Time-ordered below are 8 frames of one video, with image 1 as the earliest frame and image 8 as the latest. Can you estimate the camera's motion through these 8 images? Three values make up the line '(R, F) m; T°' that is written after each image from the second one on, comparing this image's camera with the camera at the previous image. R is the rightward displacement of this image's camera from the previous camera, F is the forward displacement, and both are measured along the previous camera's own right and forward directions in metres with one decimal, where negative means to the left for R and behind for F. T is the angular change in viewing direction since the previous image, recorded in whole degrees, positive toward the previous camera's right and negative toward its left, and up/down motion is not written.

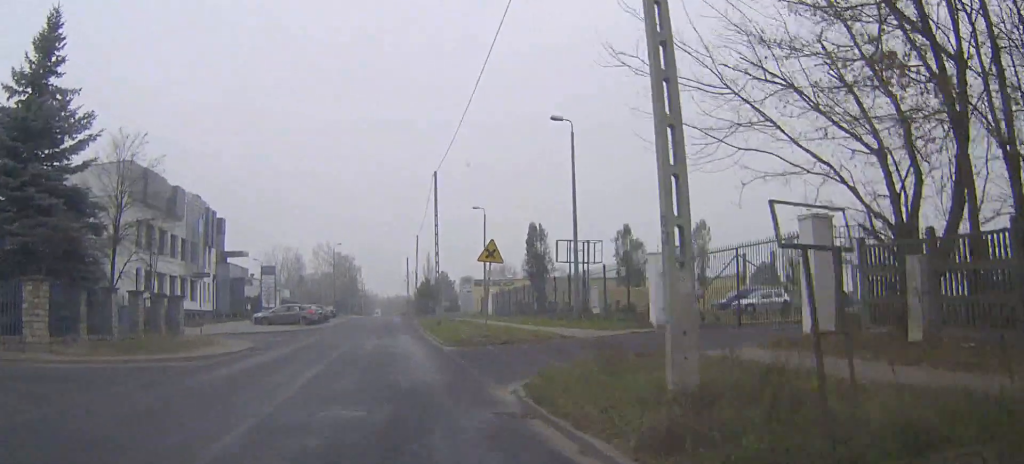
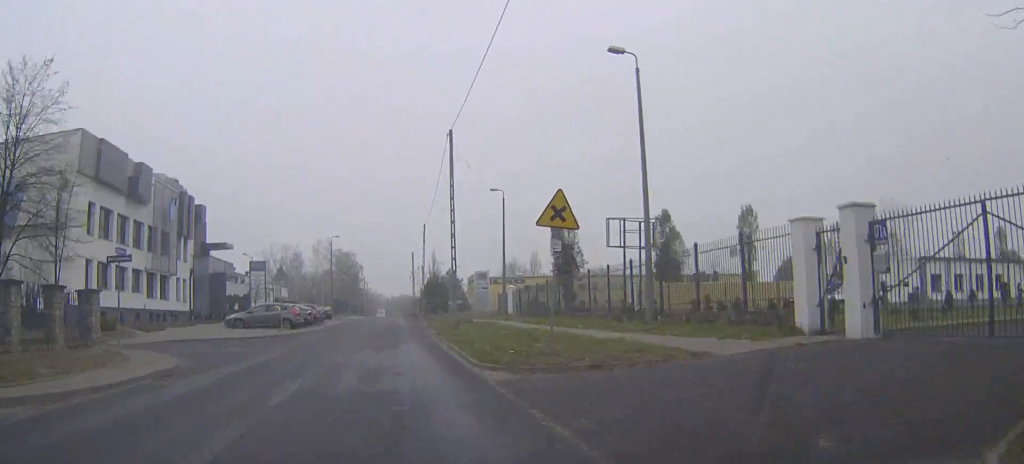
(0.0, +9.2) m; 0°
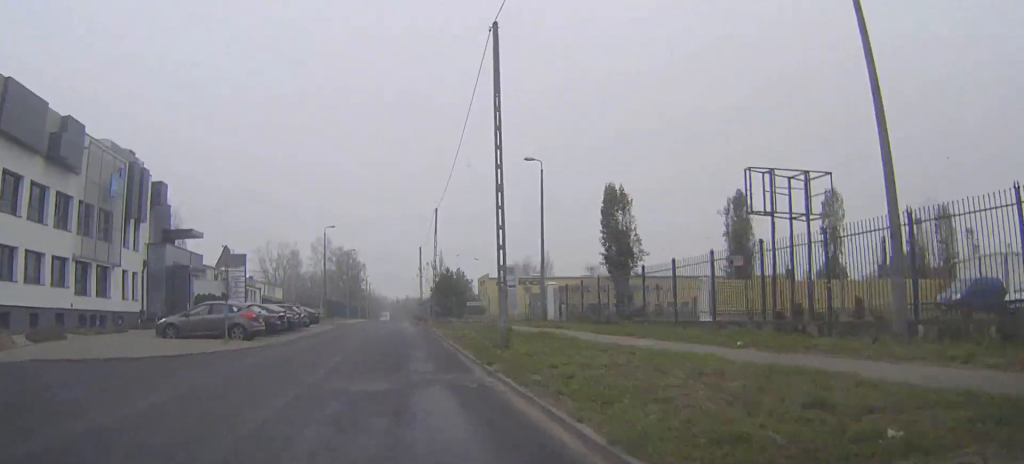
(0.0, +12.5) m; 0°
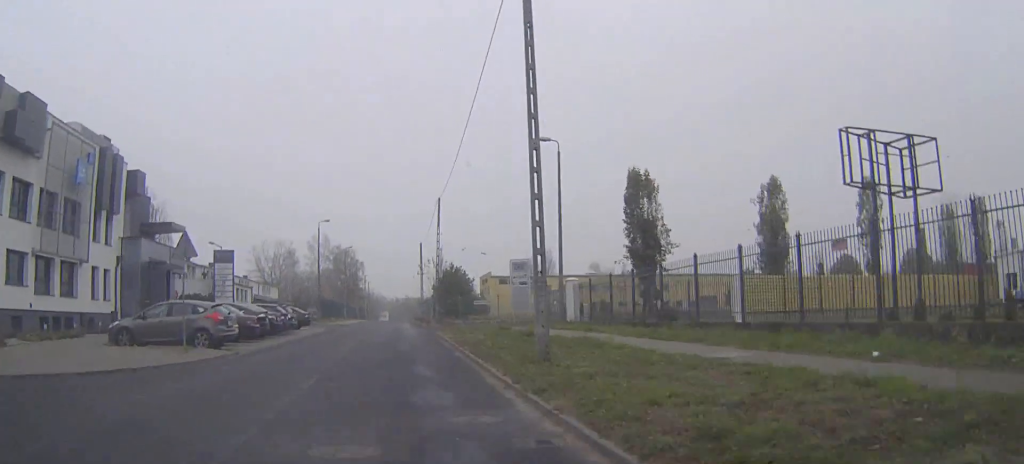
(0.0, +4.9) m; 0°
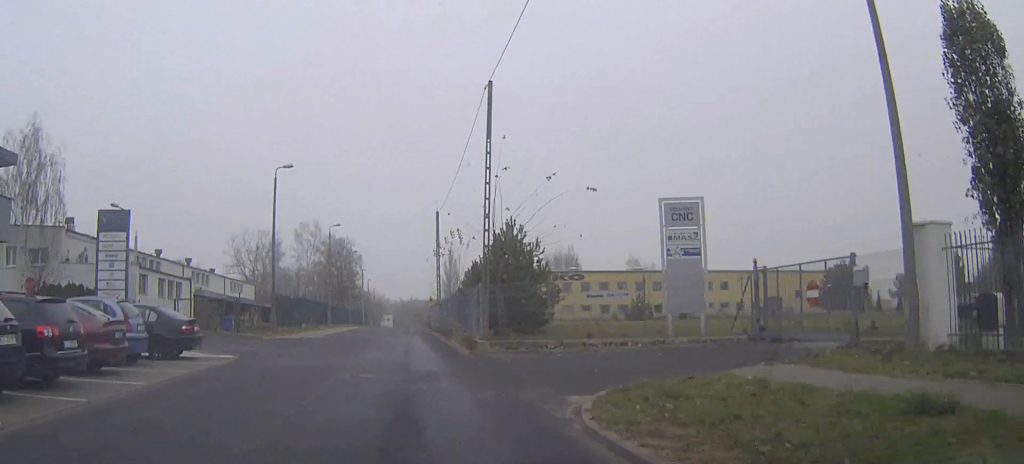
(-0.2, +26.2) m; -1°
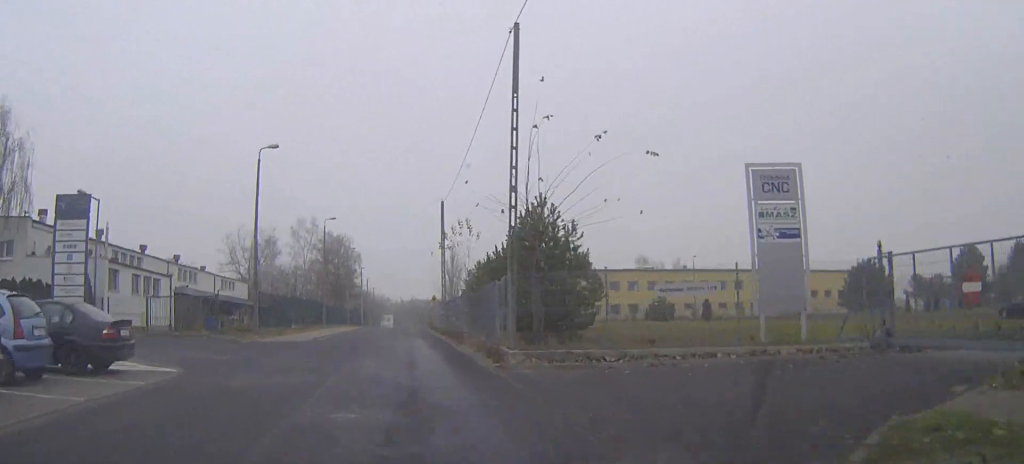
(0.0, +5.1) m; 0°
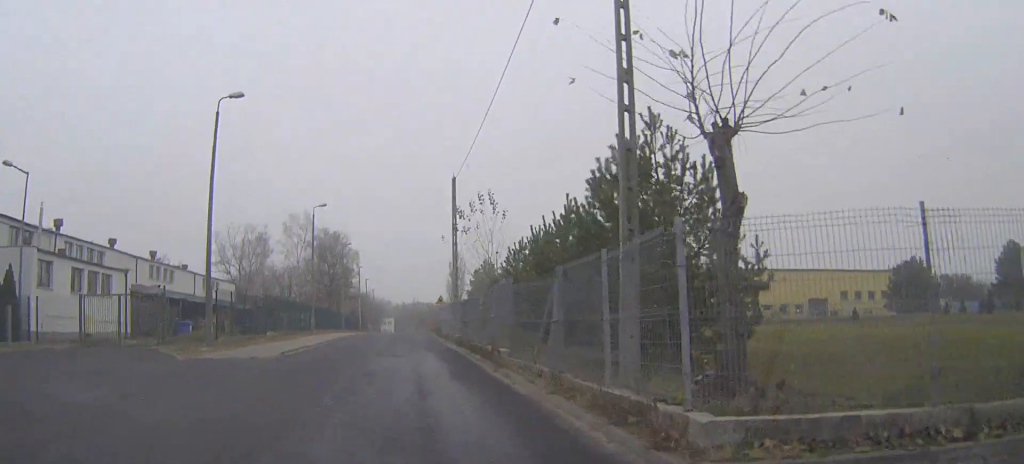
(0.0, +9.3) m; 0°
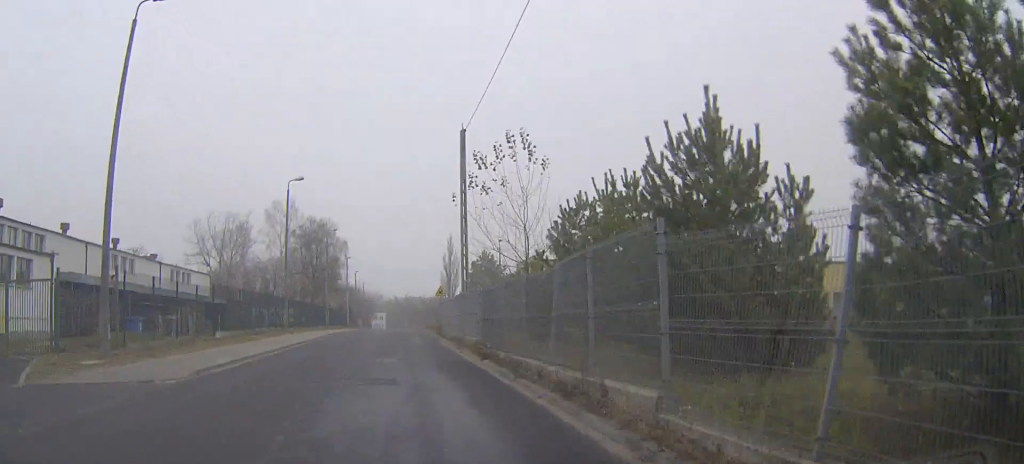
(0.0, +9.7) m; 0°
